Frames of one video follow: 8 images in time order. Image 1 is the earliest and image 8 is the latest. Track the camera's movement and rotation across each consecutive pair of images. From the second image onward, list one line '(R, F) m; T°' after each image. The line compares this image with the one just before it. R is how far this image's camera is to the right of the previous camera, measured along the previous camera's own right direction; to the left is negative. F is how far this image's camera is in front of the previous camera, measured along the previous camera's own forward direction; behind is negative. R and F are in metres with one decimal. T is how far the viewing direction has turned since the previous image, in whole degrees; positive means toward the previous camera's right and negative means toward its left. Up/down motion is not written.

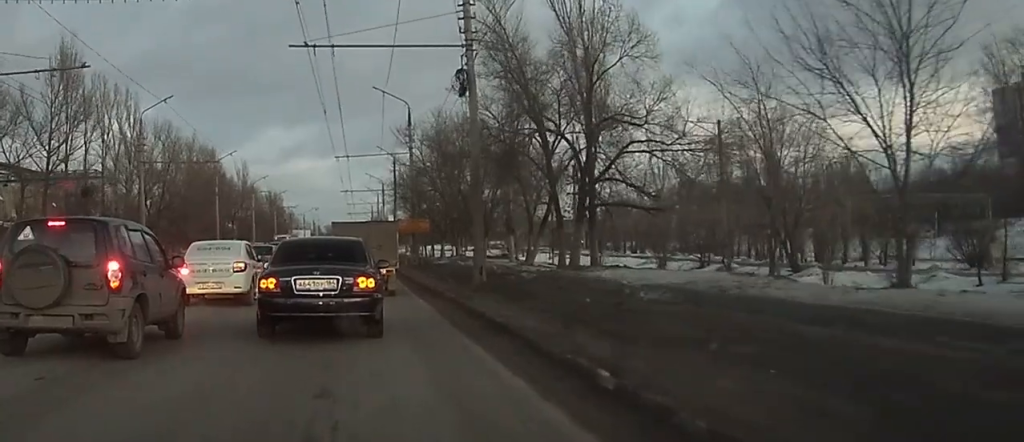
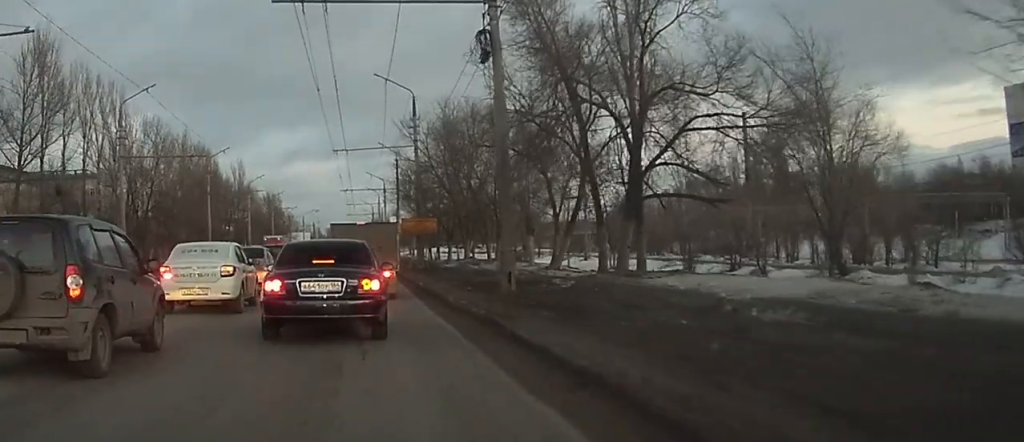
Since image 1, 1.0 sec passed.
(0.0, +5.1) m; -1°
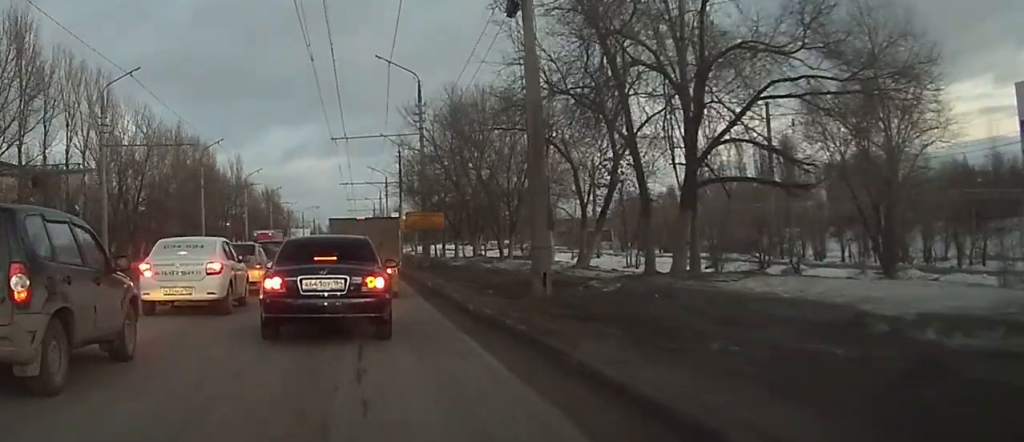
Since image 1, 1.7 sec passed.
(-0.1, +3.7) m; -1°
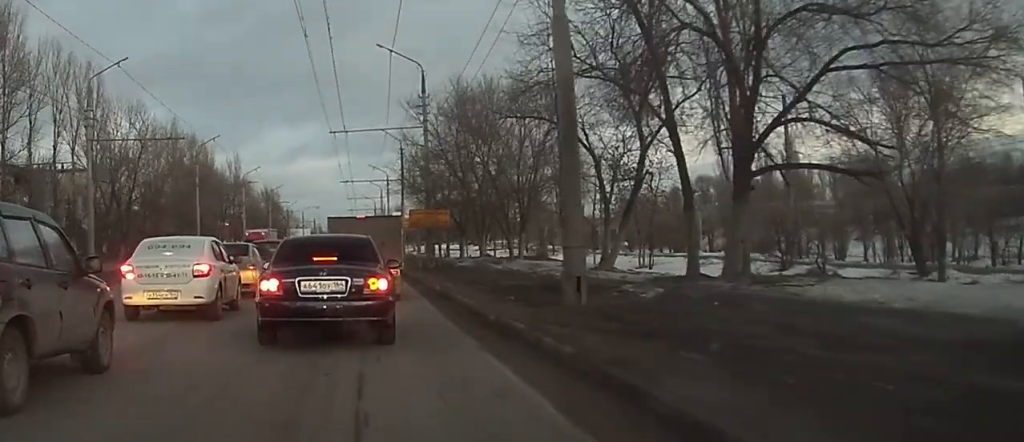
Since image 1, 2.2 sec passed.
(0.0, +2.5) m; 0°
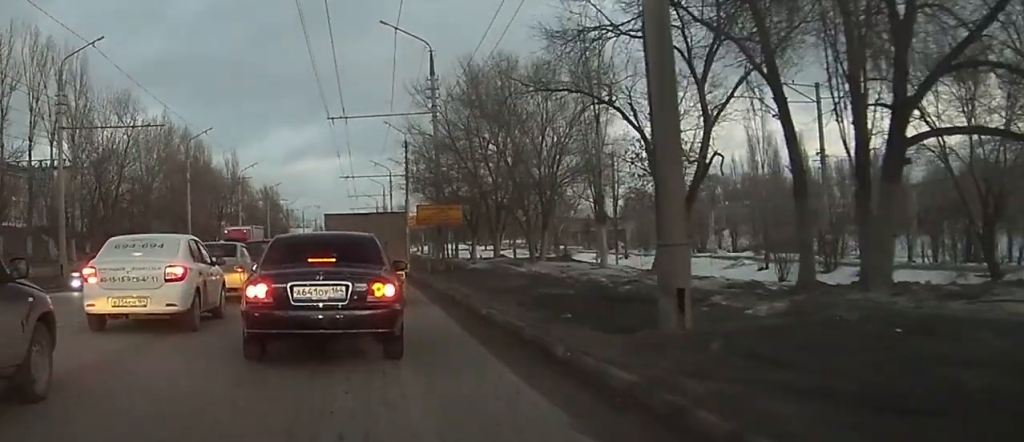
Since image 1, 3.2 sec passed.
(0.0, +4.6) m; 0°
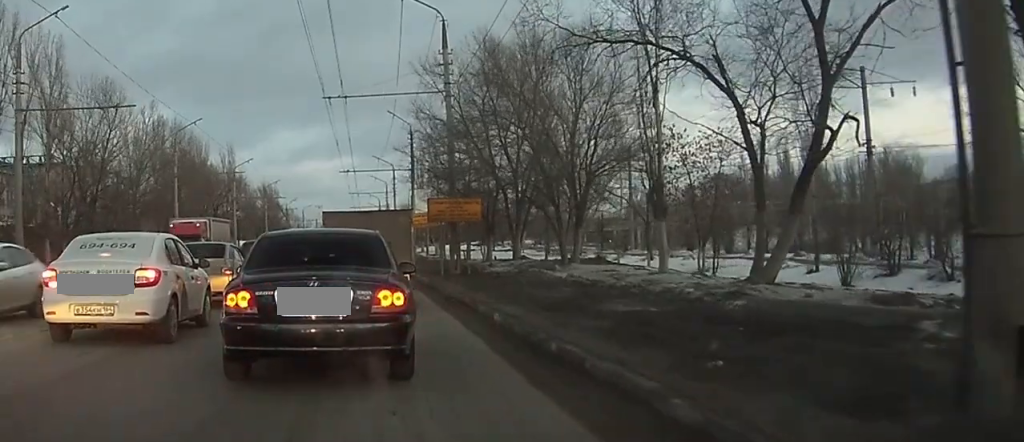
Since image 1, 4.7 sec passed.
(0.0, +6.6) m; +1°
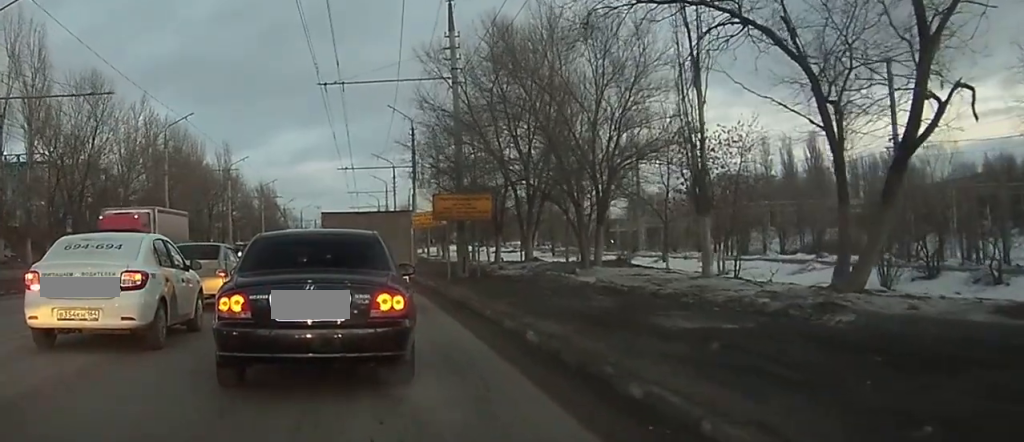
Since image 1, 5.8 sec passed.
(0.0, +3.9) m; +1°
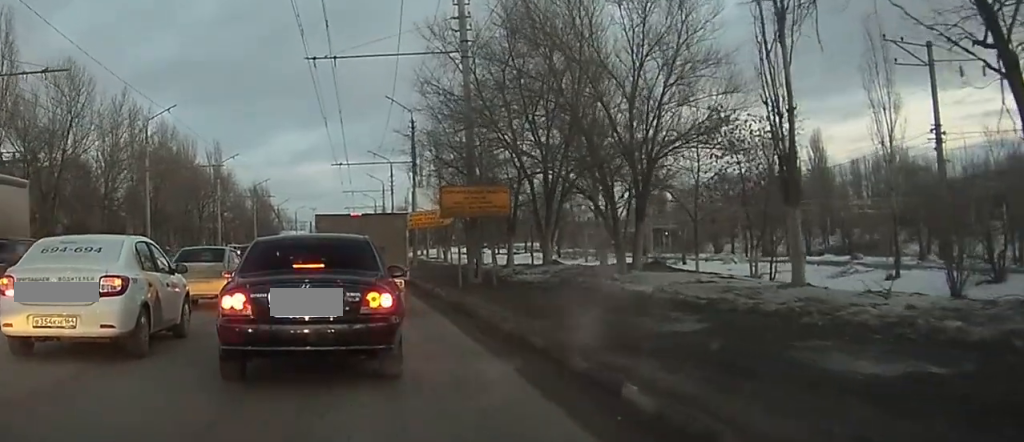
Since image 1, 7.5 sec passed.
(+0.1, +5.1) m; +2°
